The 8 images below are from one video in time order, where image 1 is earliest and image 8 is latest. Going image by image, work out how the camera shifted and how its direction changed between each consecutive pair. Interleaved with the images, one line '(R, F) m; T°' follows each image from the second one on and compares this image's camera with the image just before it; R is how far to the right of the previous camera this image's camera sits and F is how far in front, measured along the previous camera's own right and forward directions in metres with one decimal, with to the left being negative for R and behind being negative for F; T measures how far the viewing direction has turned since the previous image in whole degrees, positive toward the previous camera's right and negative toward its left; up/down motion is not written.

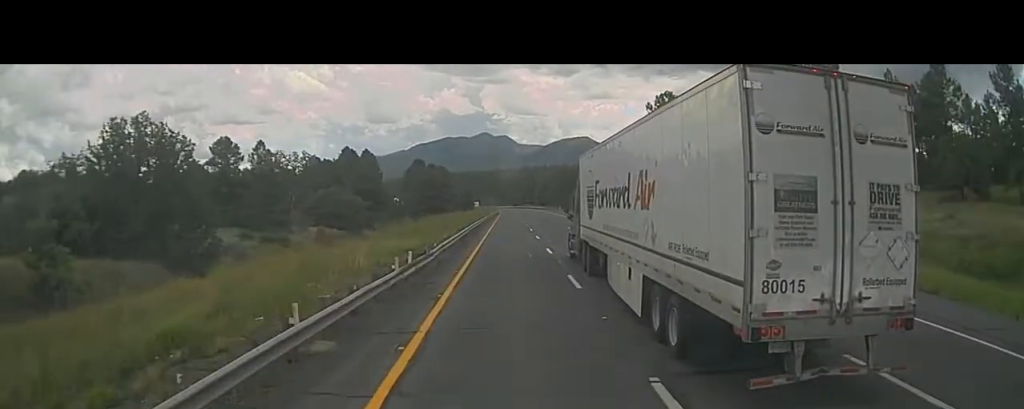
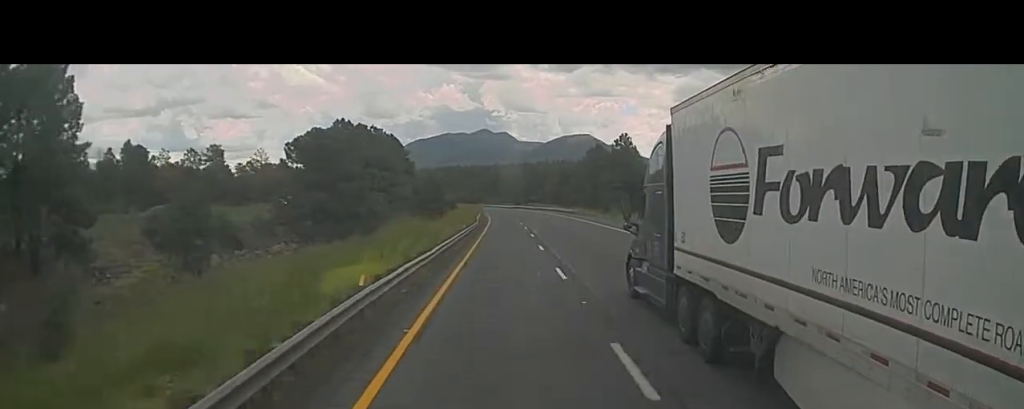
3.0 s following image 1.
(-0.3, +91.3) m; 0°
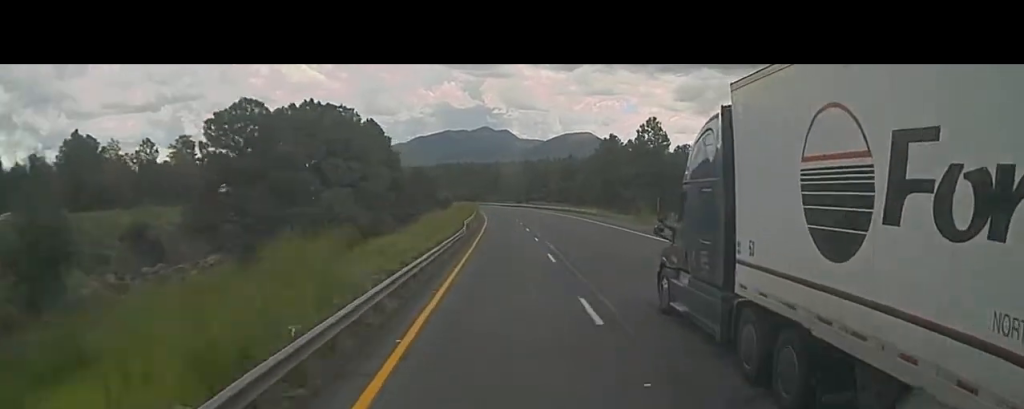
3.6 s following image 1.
(0.0, +18.9) m; 0°
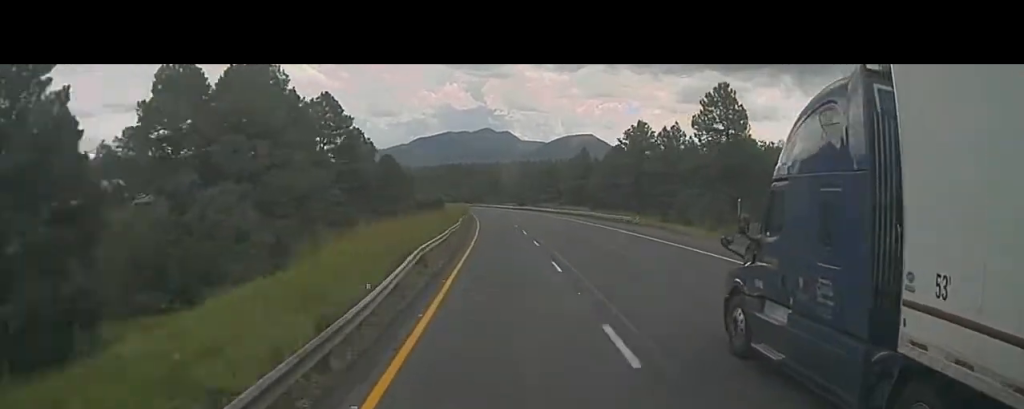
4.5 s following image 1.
(+0.2, +28.6) m; 0°
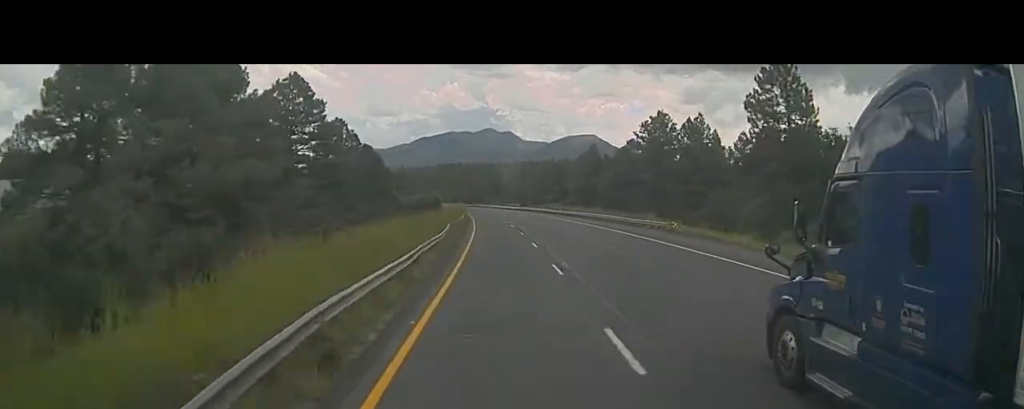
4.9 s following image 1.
(+0.2, +12.8) m; 0°
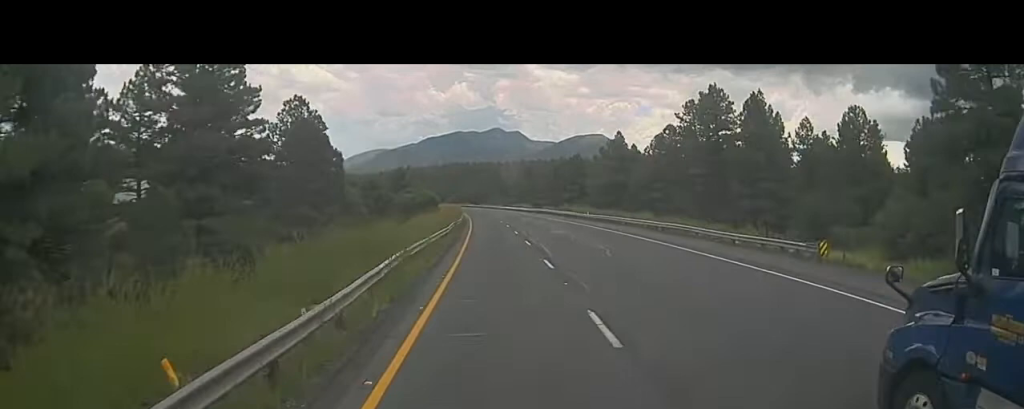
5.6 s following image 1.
(-0.3, +21.6) m; -1°
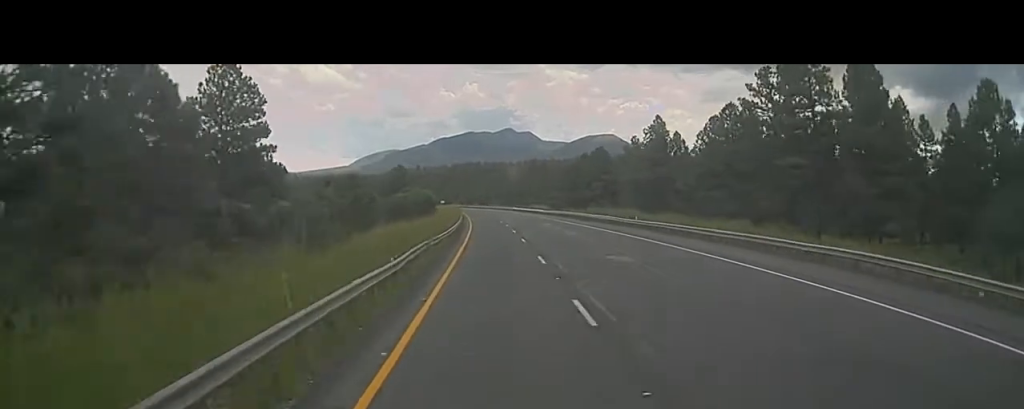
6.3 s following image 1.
(-0.3, +22.9) m; -1°
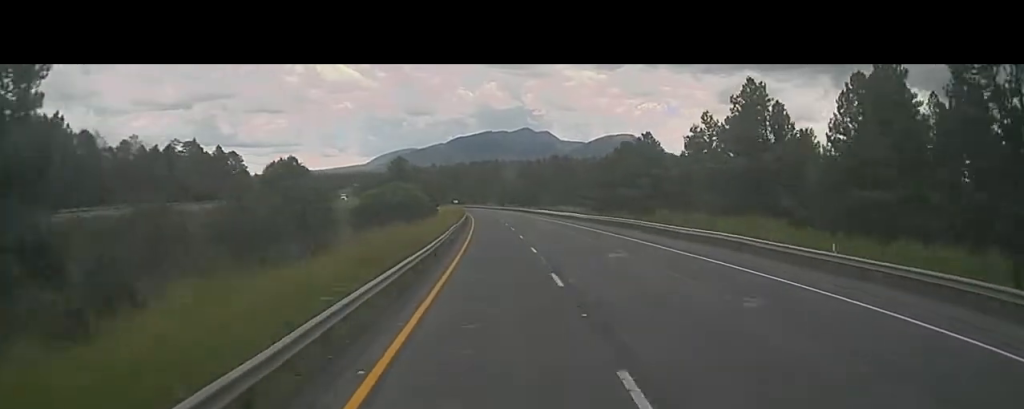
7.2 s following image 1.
(-0.4, +32.0) m; -1°
